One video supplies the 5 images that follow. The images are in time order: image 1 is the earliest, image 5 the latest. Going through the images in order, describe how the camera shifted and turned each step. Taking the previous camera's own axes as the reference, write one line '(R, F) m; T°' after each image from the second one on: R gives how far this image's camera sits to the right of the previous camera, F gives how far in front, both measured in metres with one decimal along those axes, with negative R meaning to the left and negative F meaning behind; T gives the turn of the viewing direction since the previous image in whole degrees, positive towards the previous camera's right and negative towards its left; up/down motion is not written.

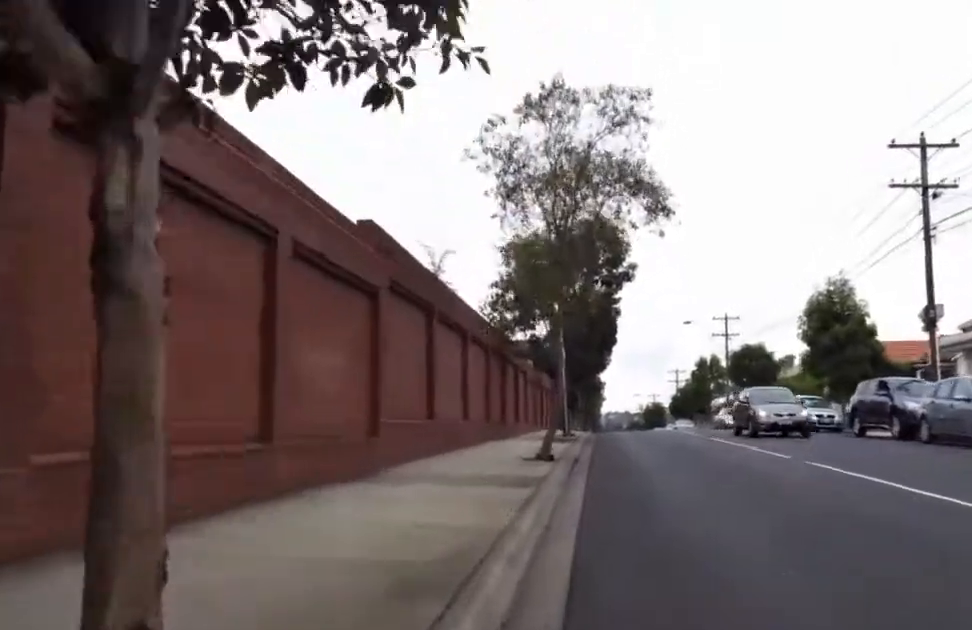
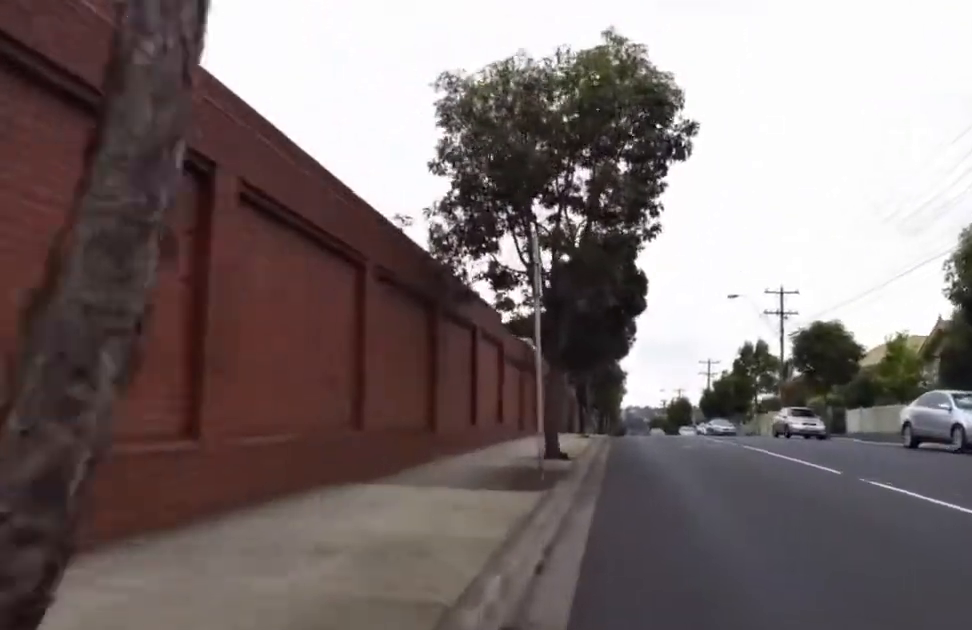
(+0.7, +12.3) m; -2°
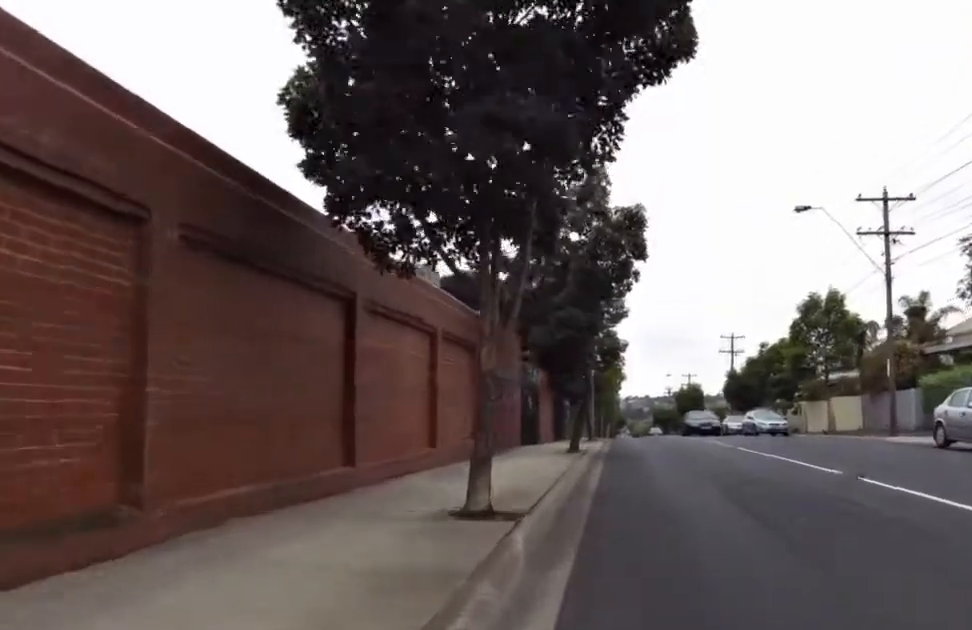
(+0.8, +18.0) m; +5°
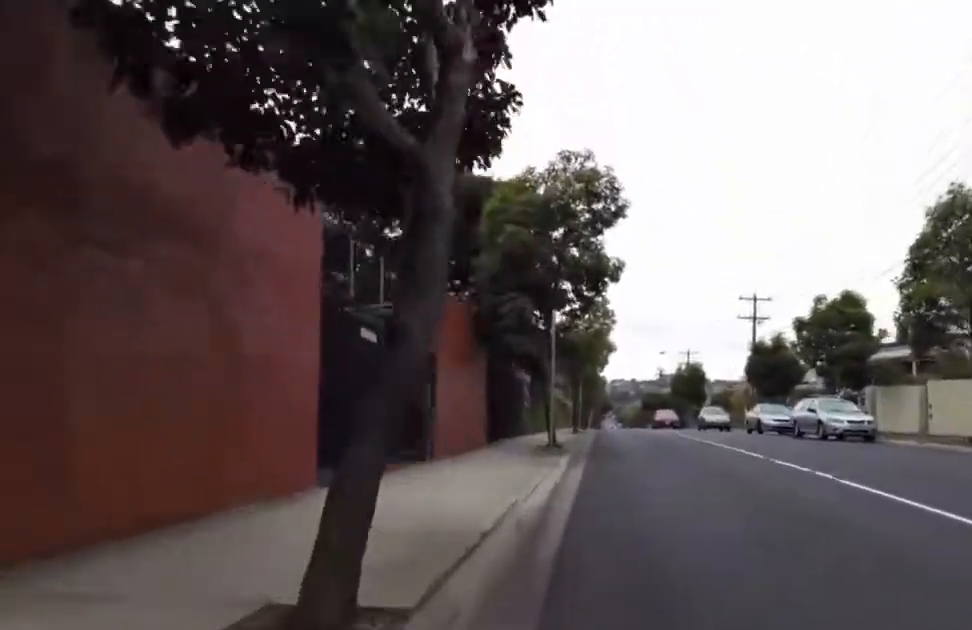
(-3.0, +15.1) m; -1°
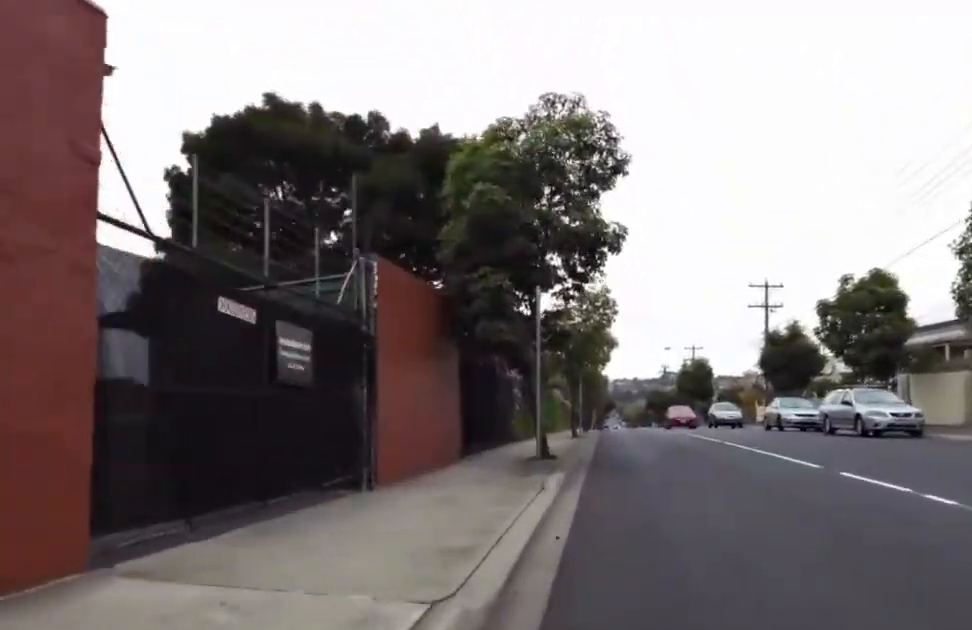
(+0.7, +3.6) m; 0°
